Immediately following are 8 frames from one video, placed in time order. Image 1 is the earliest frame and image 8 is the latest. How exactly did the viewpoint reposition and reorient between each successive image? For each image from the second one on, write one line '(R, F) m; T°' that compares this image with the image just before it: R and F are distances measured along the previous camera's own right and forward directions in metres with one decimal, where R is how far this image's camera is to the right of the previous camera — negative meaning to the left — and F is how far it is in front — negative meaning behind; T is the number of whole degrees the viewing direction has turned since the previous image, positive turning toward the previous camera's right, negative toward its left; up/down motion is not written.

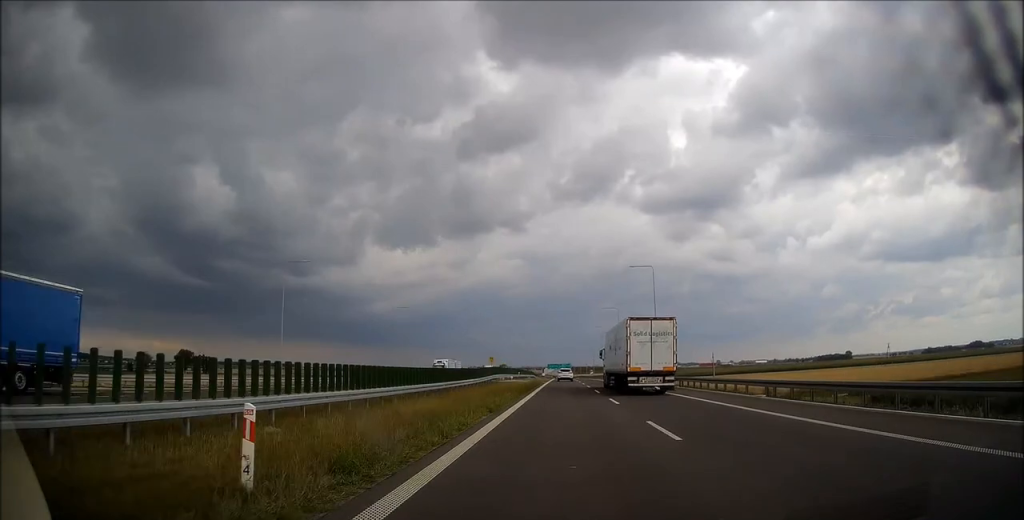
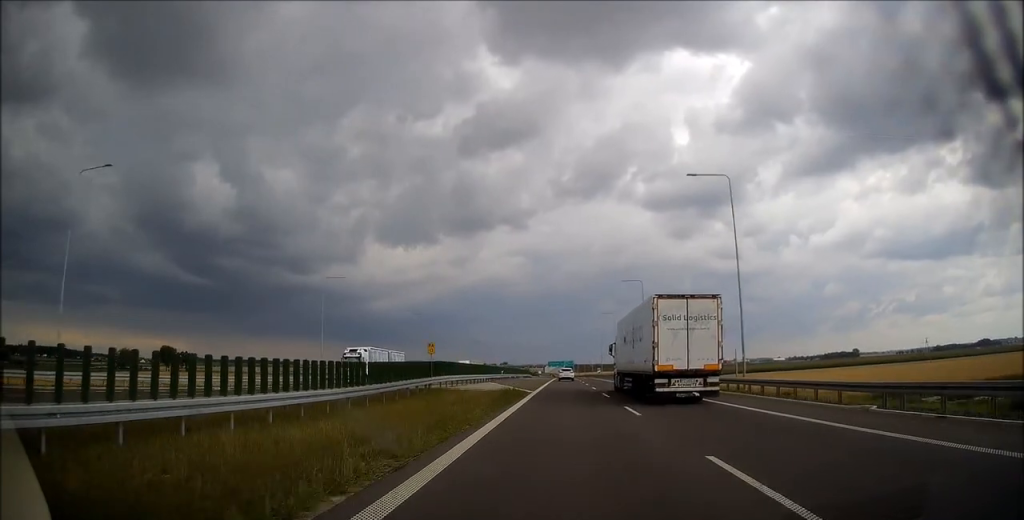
(+0.1, +30.2) m; 0°
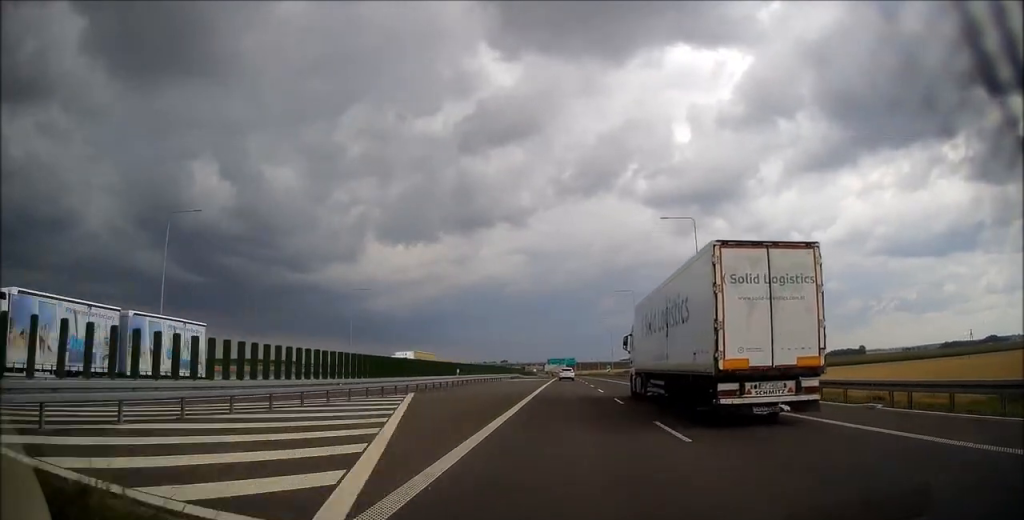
(+0.1, +30.3) m; 0°
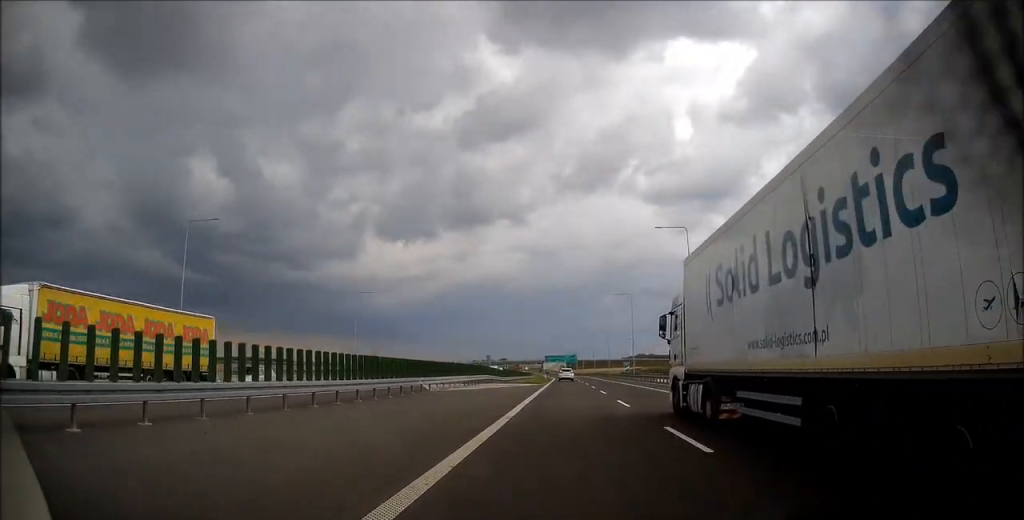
(-0.3, +37.4) m; 0°
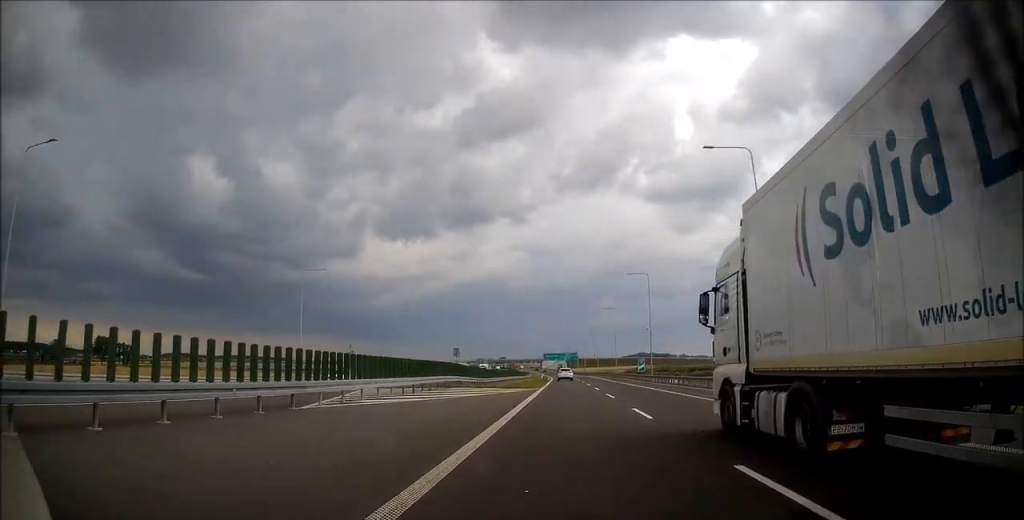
(0.0, +17.5) m; 0°
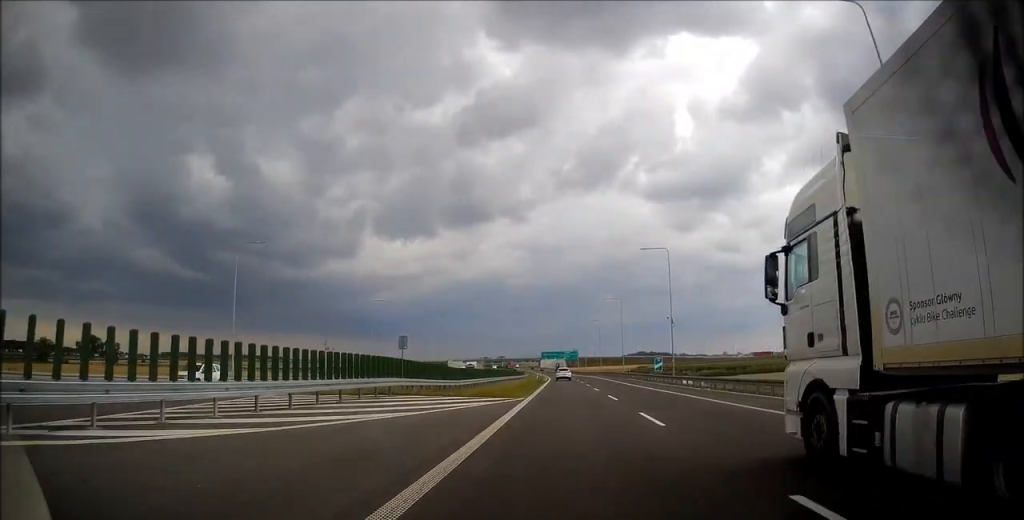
(0.0, +14.0) m; 0°
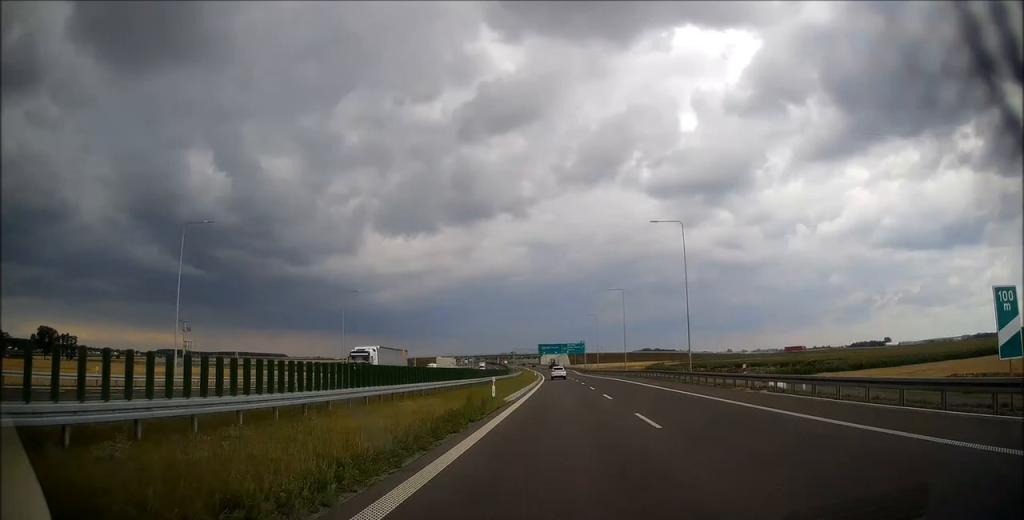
(+0.3, +49.1) m; 0°
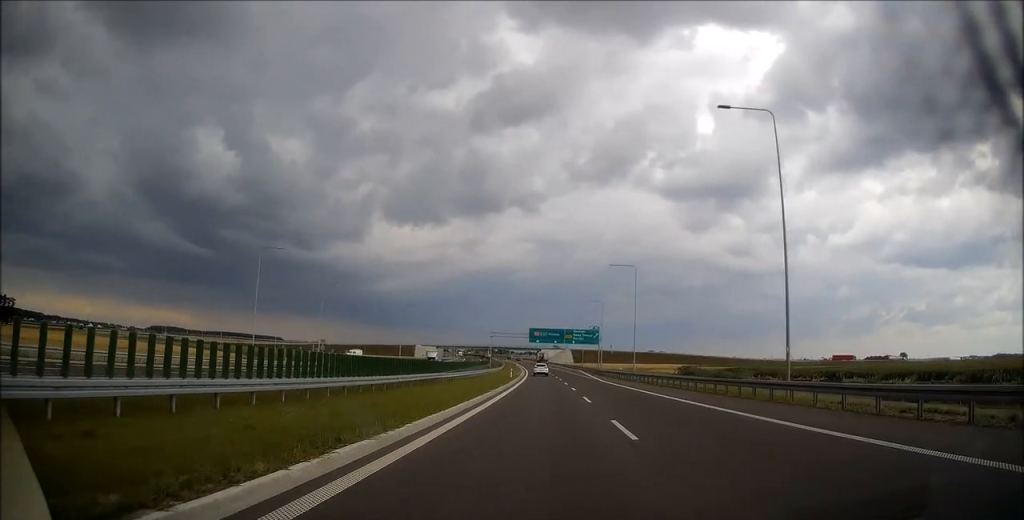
(-0.3, +60.7) m; -1°
